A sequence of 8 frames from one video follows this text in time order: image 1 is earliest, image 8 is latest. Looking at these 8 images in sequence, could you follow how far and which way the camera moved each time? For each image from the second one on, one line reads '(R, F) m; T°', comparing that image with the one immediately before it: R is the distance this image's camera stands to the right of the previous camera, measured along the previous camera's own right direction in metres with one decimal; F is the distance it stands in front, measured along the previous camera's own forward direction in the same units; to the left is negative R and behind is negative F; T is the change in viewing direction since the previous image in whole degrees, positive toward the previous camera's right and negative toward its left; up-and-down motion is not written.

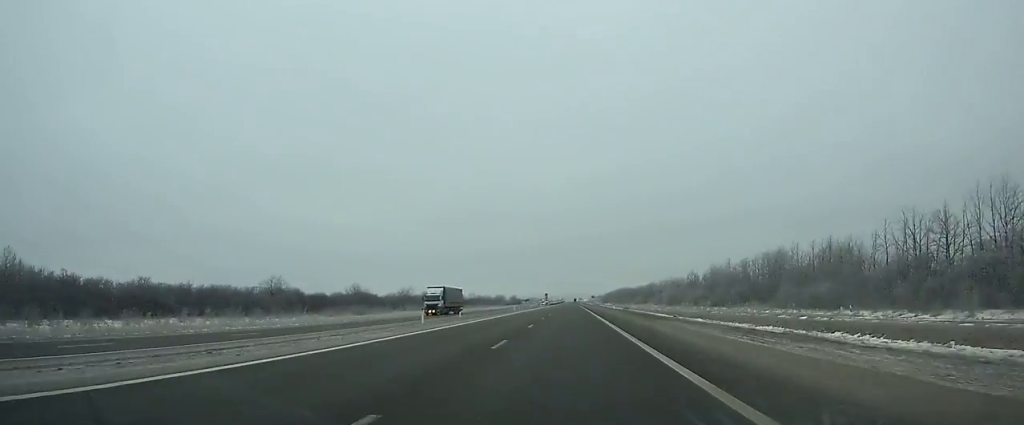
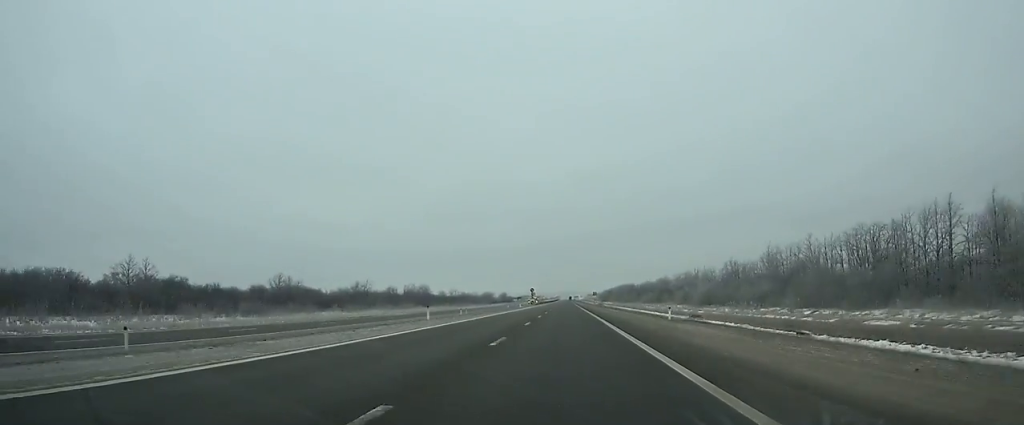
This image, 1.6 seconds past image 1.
(0.0, +44.3) m; 0°
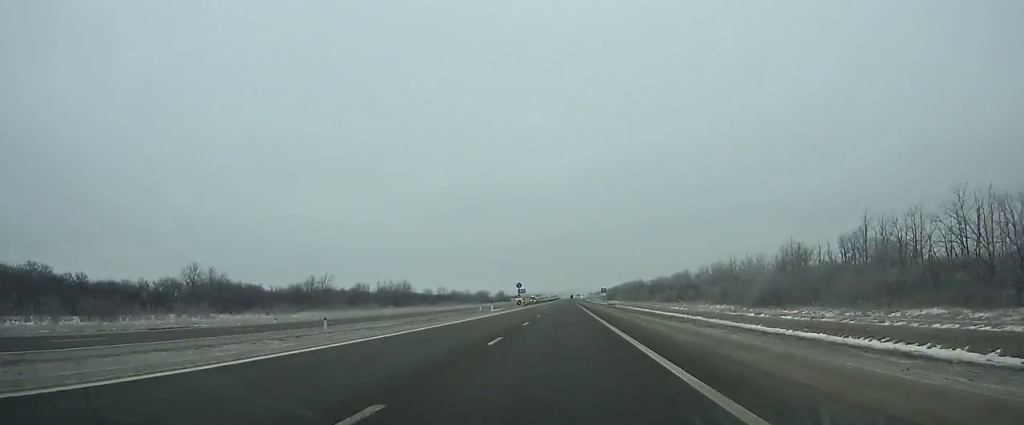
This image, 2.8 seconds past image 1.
(0.0, +33.6) m; 0°
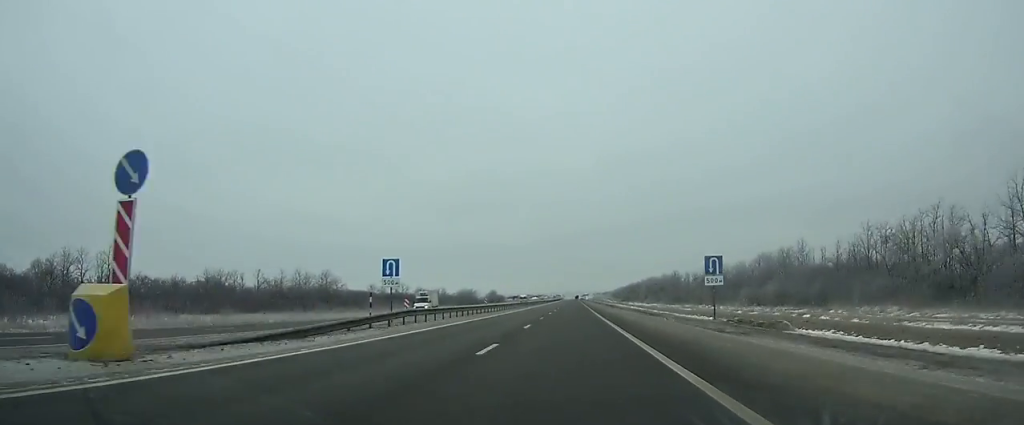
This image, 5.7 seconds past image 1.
(-0.2, +83.8) m; 0°
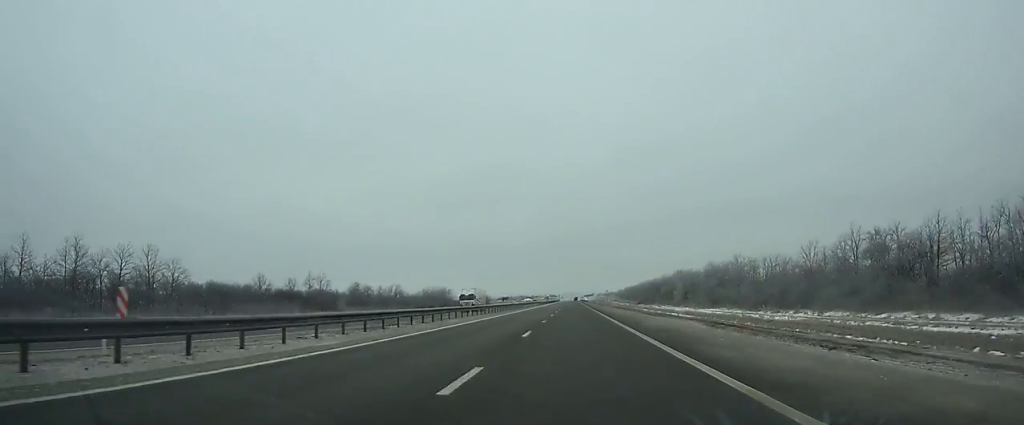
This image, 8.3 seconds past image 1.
(0.0, +77.1) m; 0°
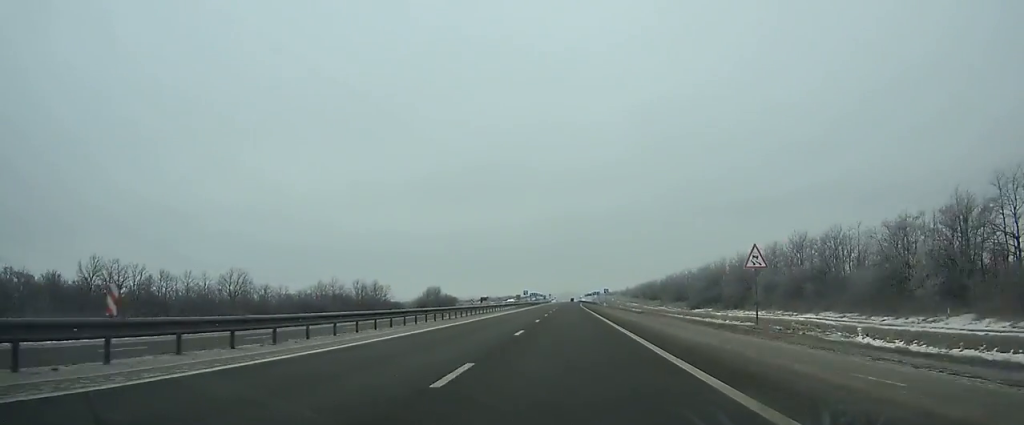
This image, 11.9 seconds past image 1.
(+0.2, +108.1) m; 0°
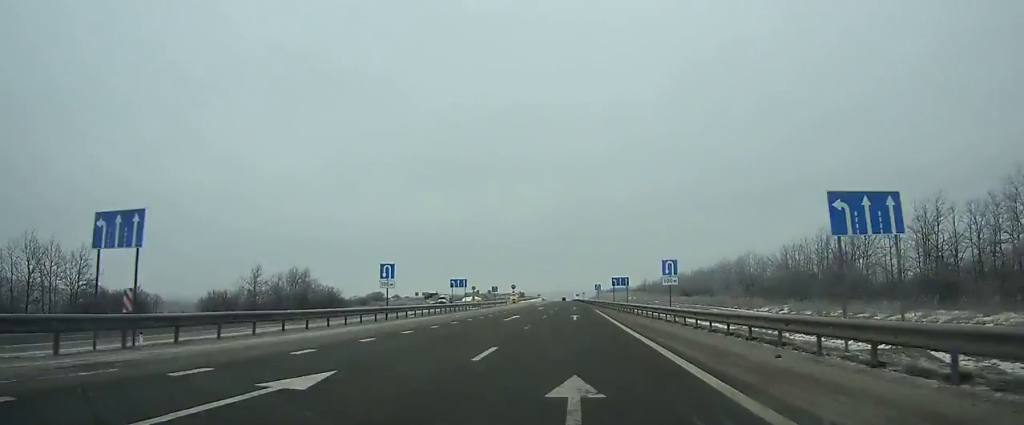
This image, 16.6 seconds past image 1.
(+0.7, +141.4) m; 0°
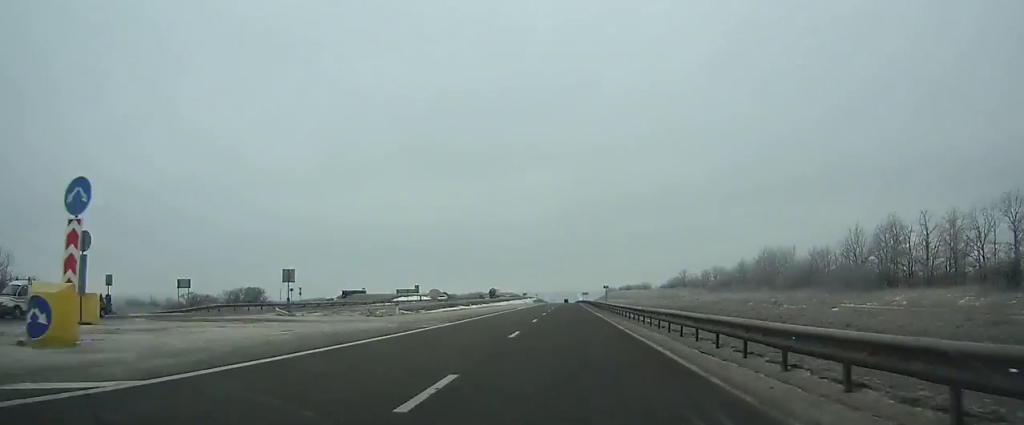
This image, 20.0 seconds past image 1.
(0.0, +101.4) m; 0°
